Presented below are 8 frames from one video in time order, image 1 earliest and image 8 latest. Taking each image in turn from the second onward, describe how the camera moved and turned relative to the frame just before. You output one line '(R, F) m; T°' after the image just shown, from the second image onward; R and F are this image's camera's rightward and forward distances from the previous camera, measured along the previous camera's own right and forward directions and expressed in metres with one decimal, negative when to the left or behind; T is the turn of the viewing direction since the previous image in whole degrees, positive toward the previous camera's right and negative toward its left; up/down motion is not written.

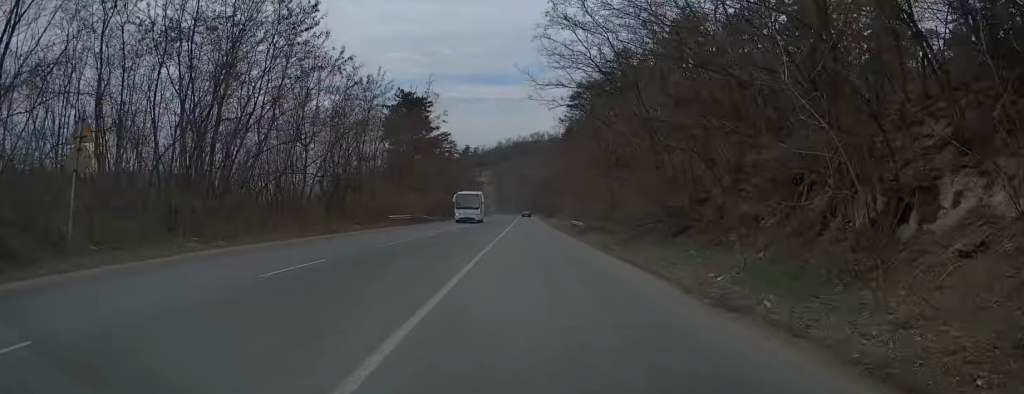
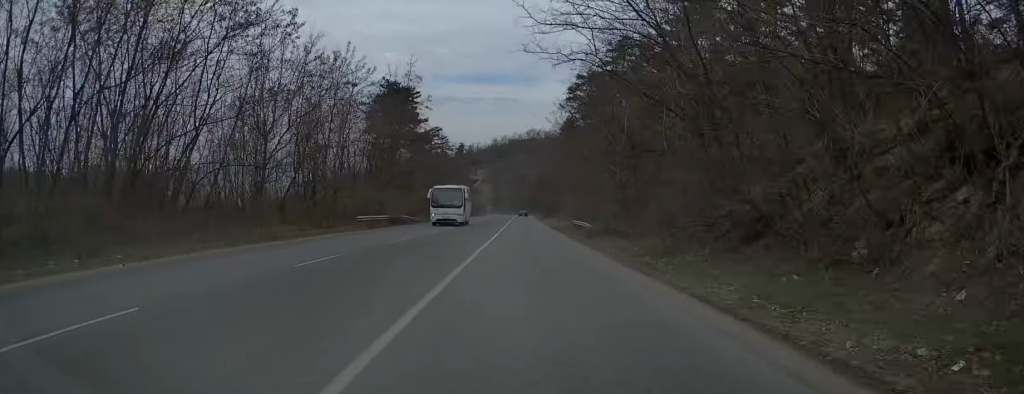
(0.0, +8.0) m; 0°
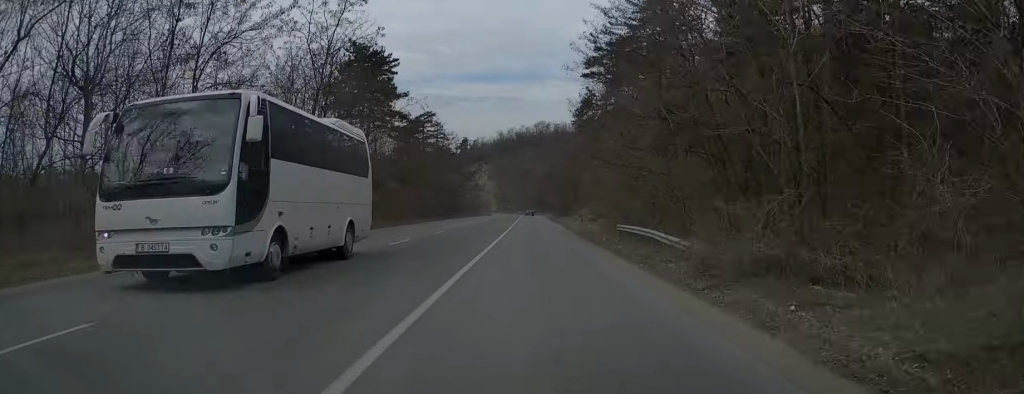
(-0.1, +21.2) m; -1°
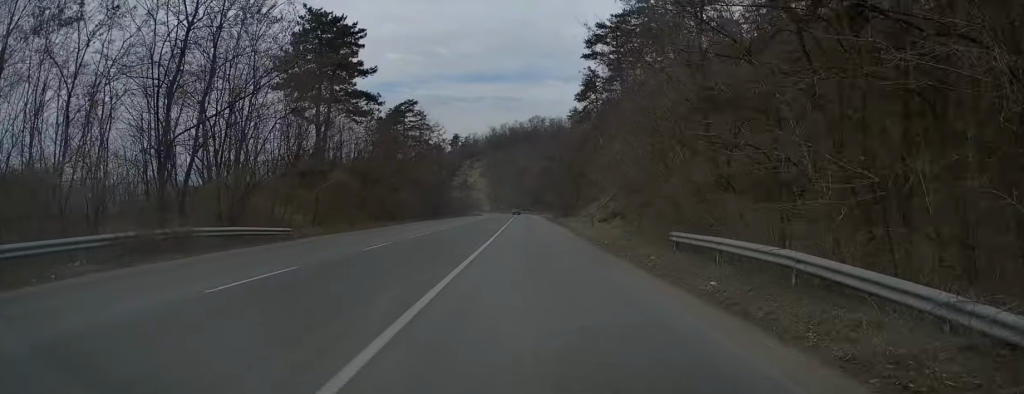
(-0.1, +12.6) m; -1°
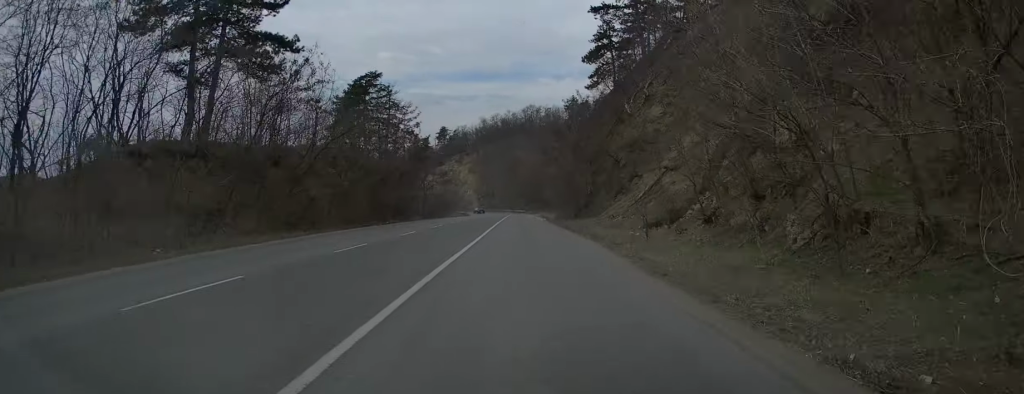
(-0.1, +21.2) m; -1°
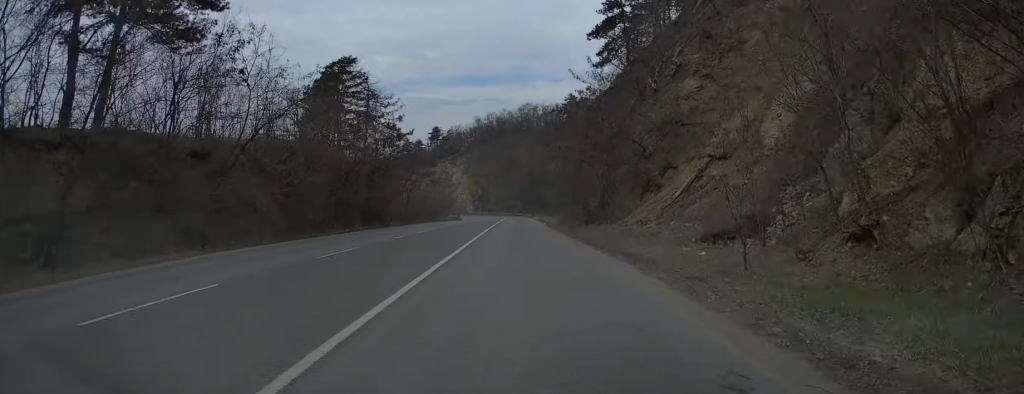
(+0.1, +10.3) m; -1°
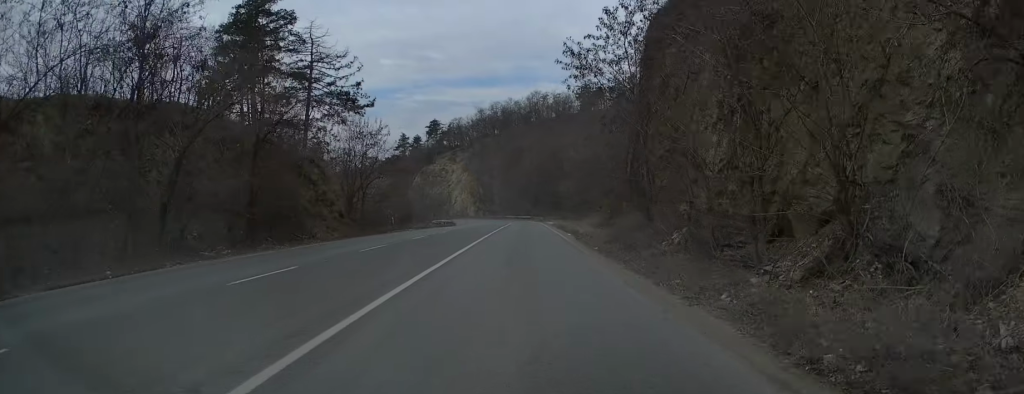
(-0.7, +23.7) m; -1°
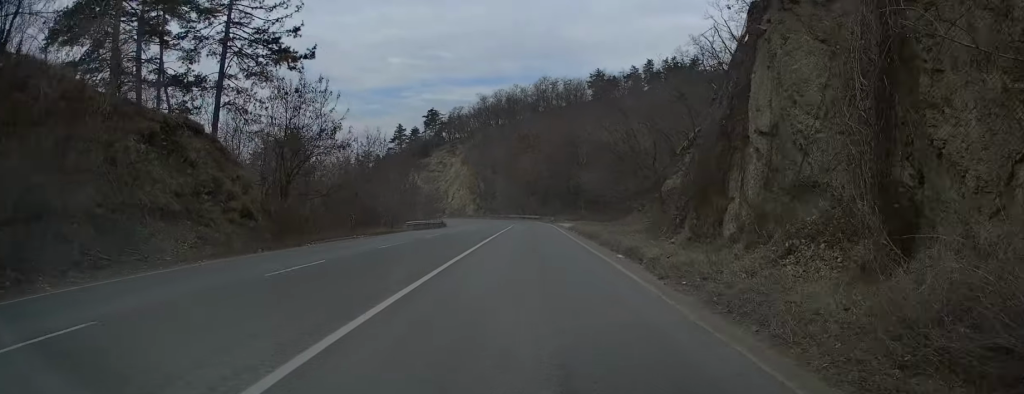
(0.0, +17.4) m; 0°
